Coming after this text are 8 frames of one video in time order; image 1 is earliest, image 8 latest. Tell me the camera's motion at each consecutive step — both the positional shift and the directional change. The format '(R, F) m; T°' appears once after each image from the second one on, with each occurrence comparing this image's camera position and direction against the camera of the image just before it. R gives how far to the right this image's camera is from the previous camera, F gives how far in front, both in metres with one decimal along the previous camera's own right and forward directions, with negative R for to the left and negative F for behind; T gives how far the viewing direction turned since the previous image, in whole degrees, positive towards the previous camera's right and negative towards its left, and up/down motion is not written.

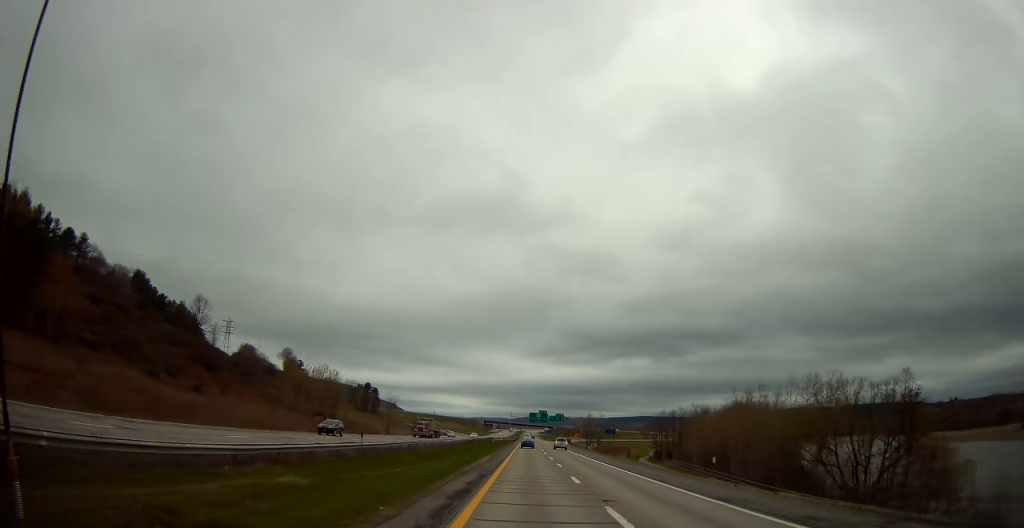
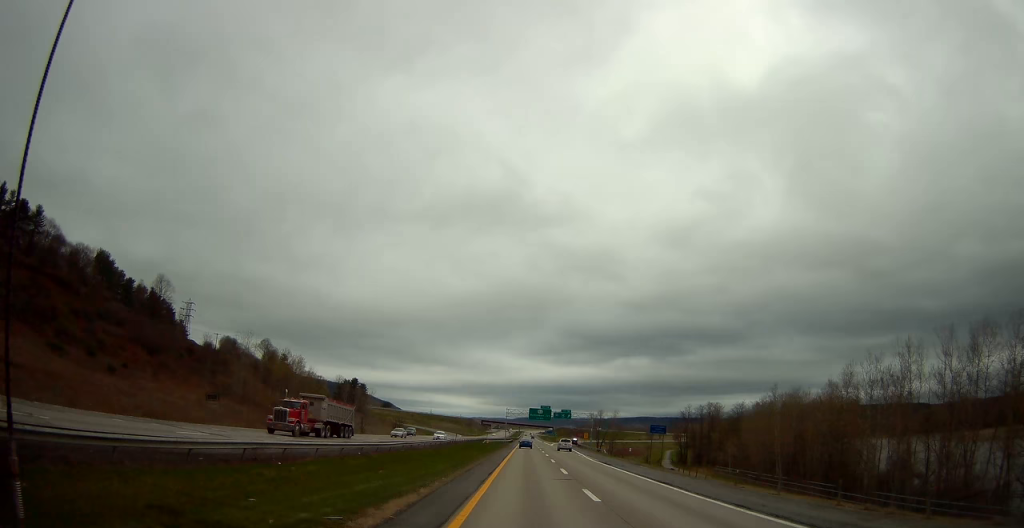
(0.0, +29.8) m; 0°
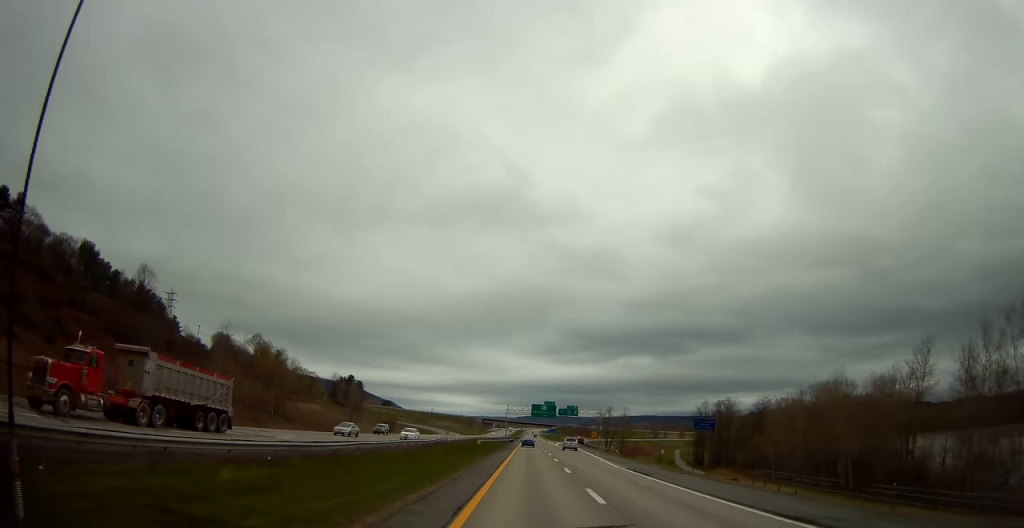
(0.0, +13.0) m; 0°
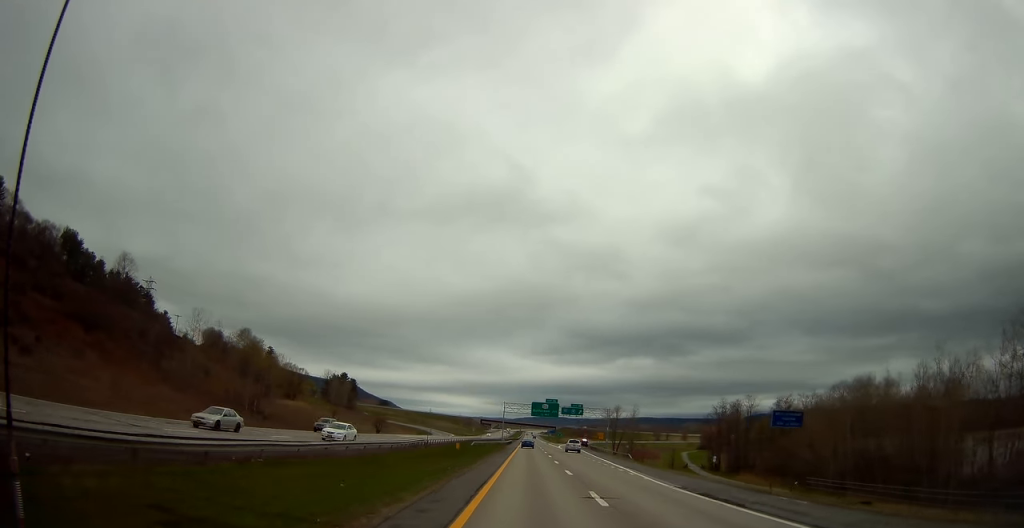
(0.0, +13.0) m; 0°
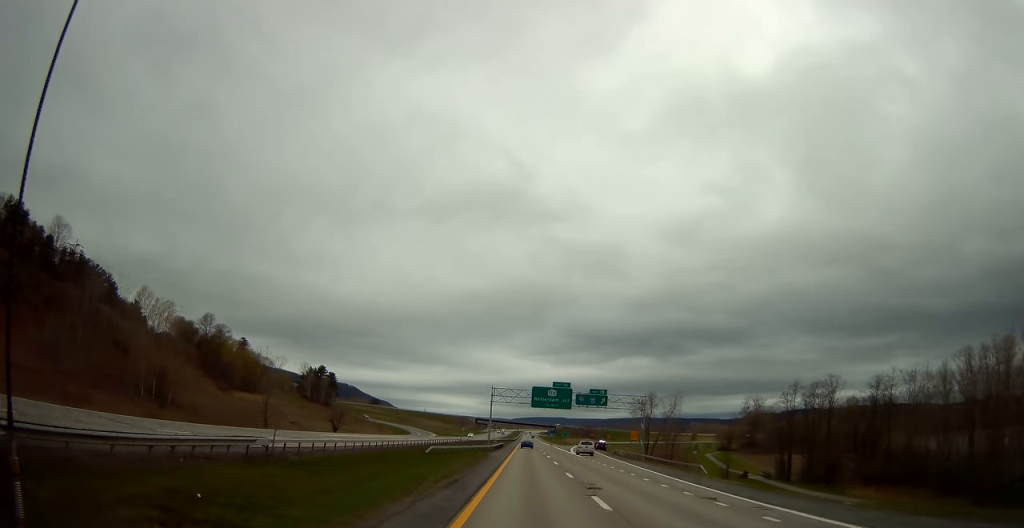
(0.0, +37.0) m; 0°
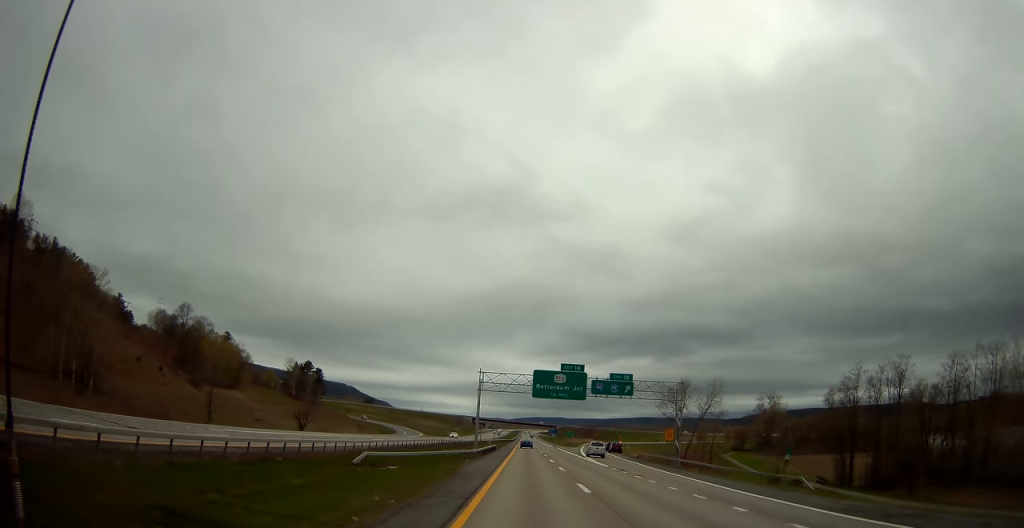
(0.0, +19.8) m; 0°
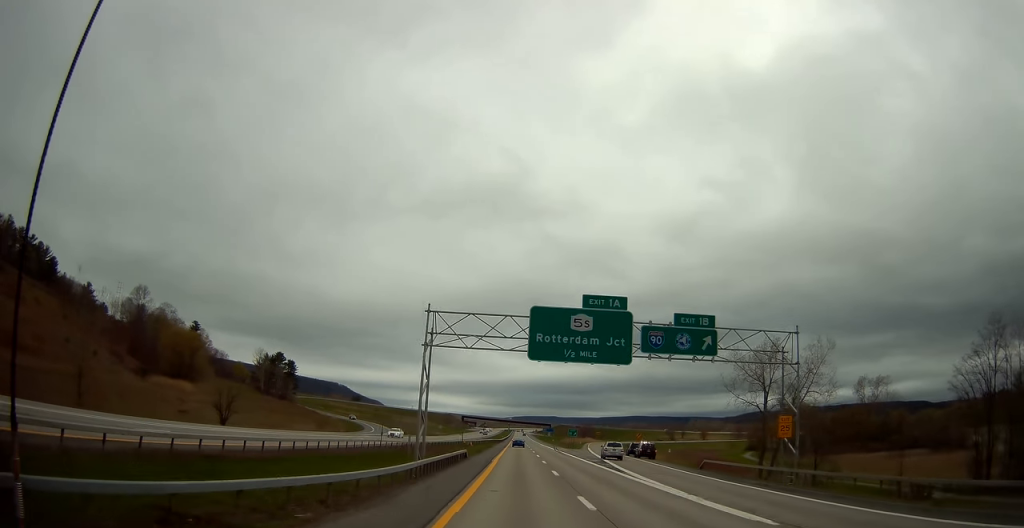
(+0.2, +28.3) m; 0°
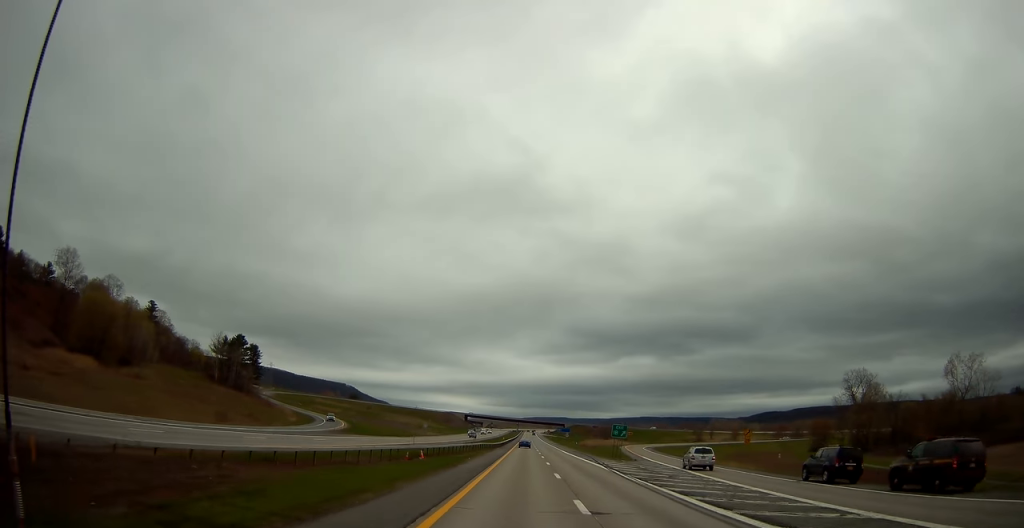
(-0.2, +49.6) m; -1°
